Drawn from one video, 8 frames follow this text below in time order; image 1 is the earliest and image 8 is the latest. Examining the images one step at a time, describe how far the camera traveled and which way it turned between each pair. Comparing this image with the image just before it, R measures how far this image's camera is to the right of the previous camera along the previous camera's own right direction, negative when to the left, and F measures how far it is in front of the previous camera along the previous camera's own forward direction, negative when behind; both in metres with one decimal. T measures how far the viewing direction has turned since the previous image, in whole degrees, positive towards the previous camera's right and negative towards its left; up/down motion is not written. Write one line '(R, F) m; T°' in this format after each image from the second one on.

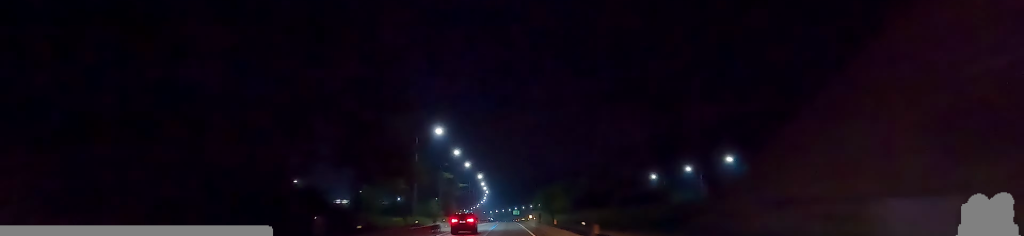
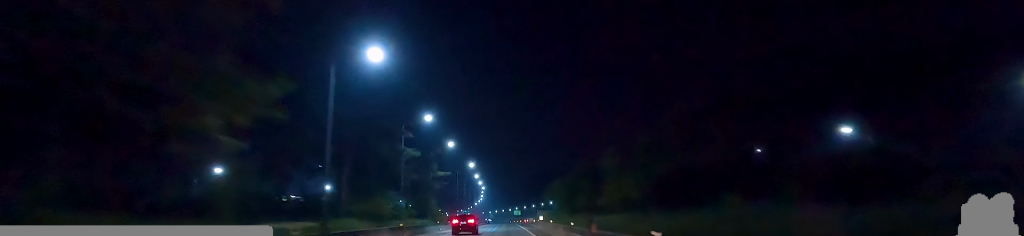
(-1.1, +29.5) m; 0°
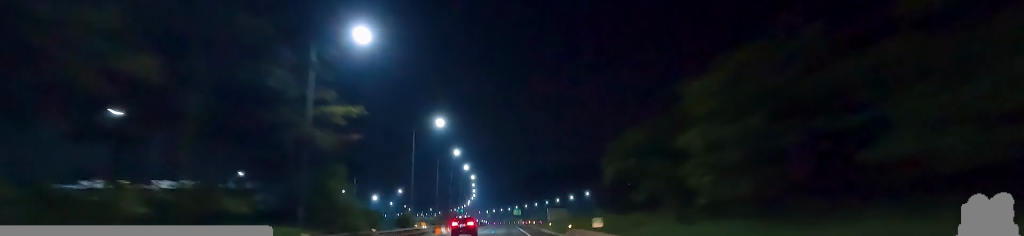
(+1.9, +42.6) m; +3°
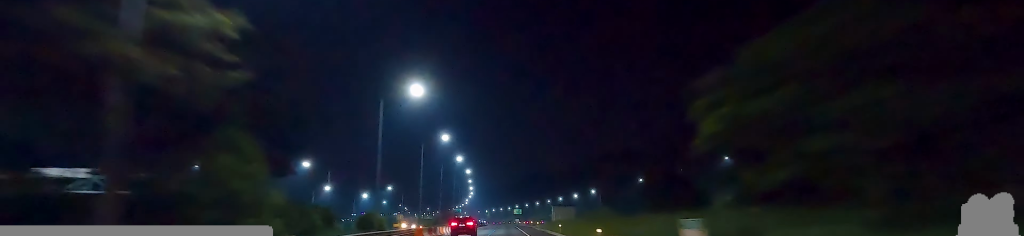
(-0.5, +12.9) m; 0°
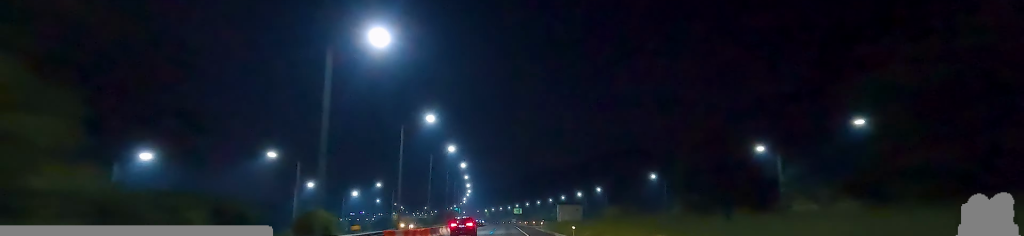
(-0.4, +11.1) m; 0°
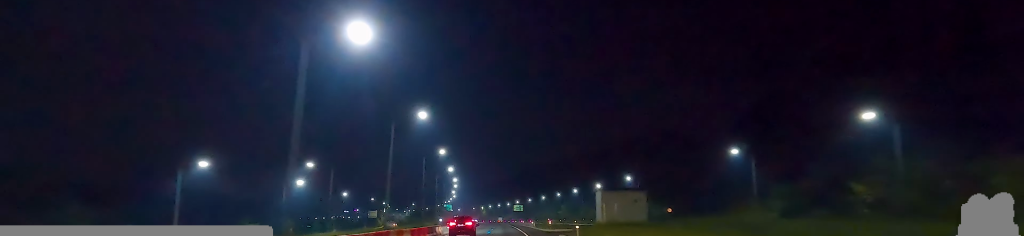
(+0.2, +43.6) m; -1°
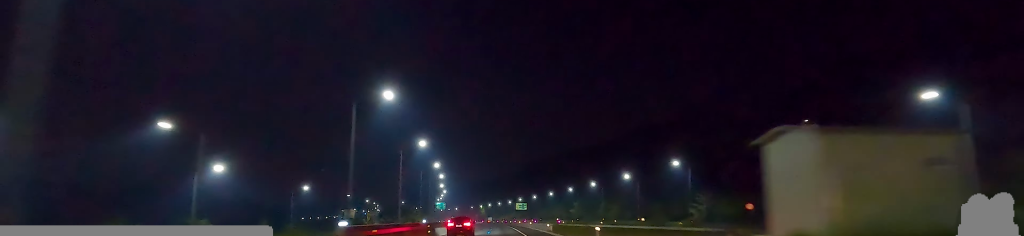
(-0.4, +33.1) m; +2°
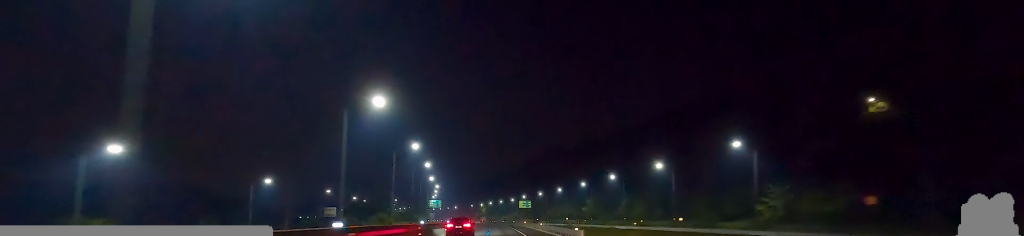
(+0.9, +20.8) m; 0°
